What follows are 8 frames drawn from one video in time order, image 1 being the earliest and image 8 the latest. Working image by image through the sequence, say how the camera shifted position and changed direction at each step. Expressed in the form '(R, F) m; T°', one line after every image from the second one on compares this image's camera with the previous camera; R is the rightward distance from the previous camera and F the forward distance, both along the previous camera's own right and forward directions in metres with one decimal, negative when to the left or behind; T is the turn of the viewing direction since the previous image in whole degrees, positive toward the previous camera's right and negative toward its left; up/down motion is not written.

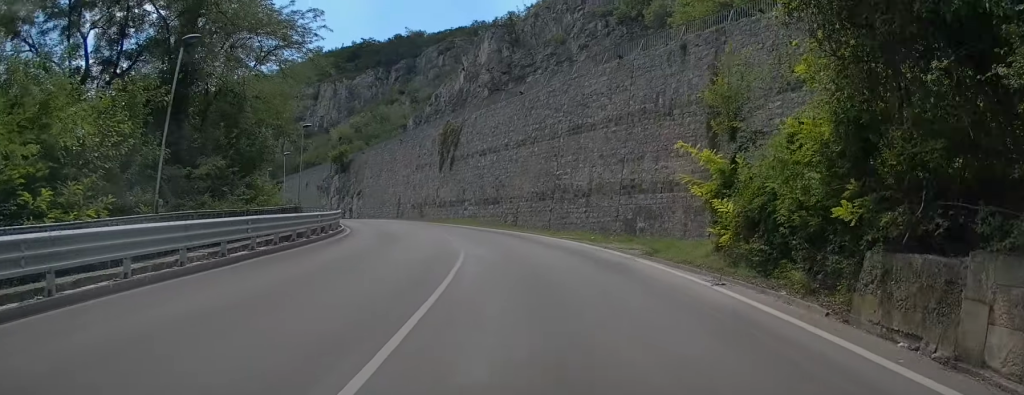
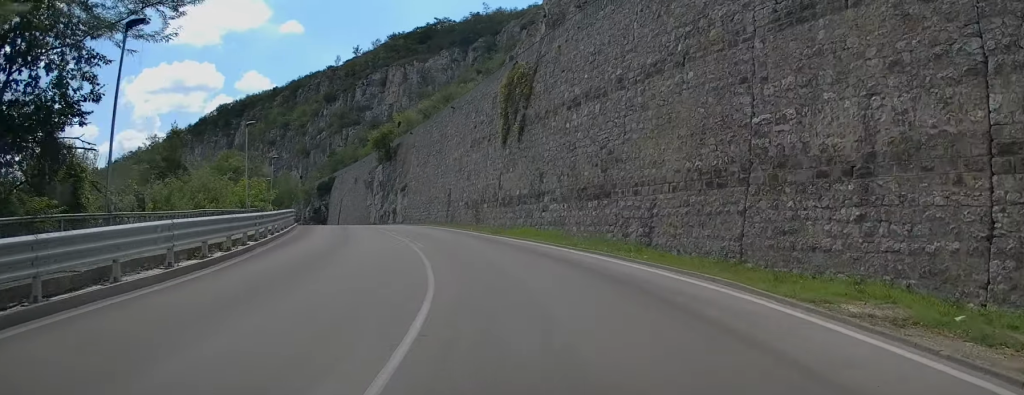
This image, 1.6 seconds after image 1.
(-1.1, +21.4) m; -8°
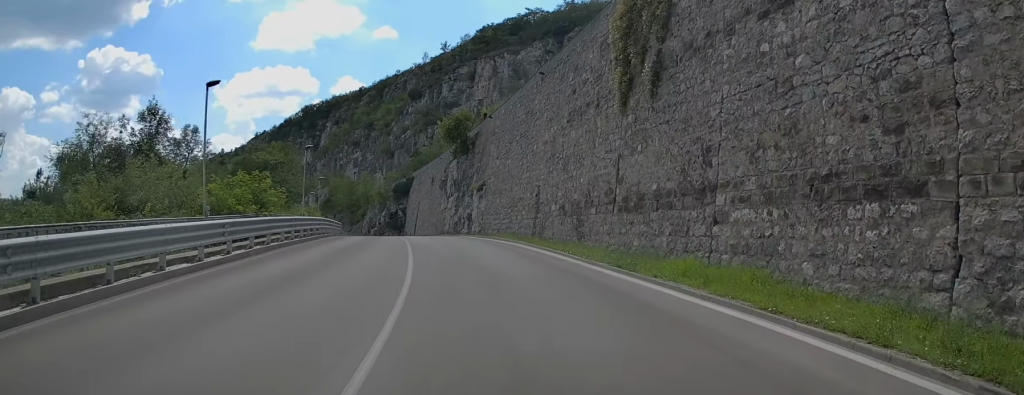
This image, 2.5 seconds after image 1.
(-0.7, +12.6) m; -7°
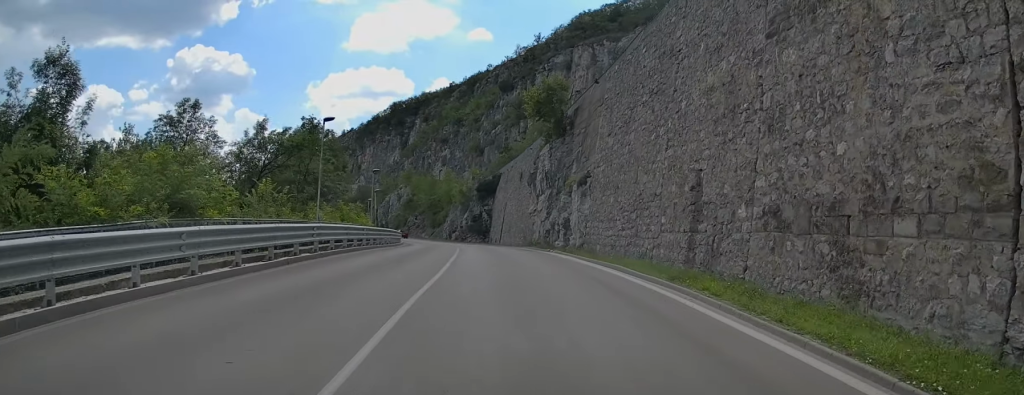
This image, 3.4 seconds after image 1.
(-0.8, +12.7) m; -6°
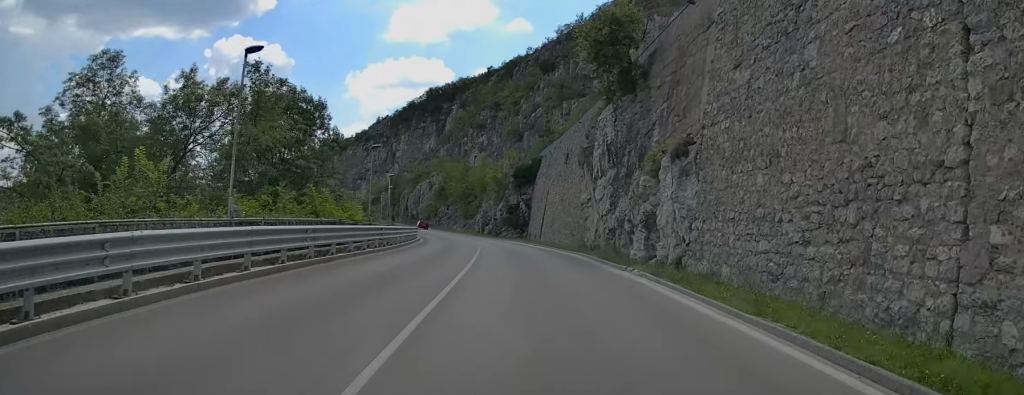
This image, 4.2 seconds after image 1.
(-0.4, +11.0) m; -4°
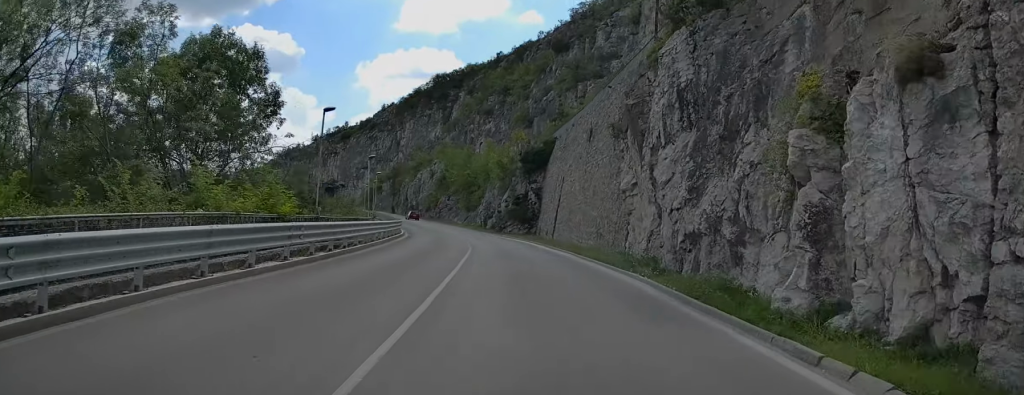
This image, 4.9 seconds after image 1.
(-0.3, +9.8) m; -2°
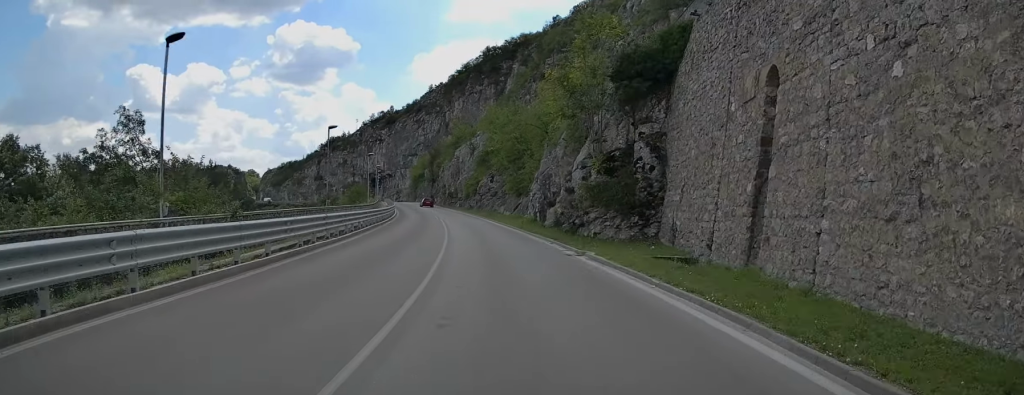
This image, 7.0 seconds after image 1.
(-1.2, +30.1) m; -6°
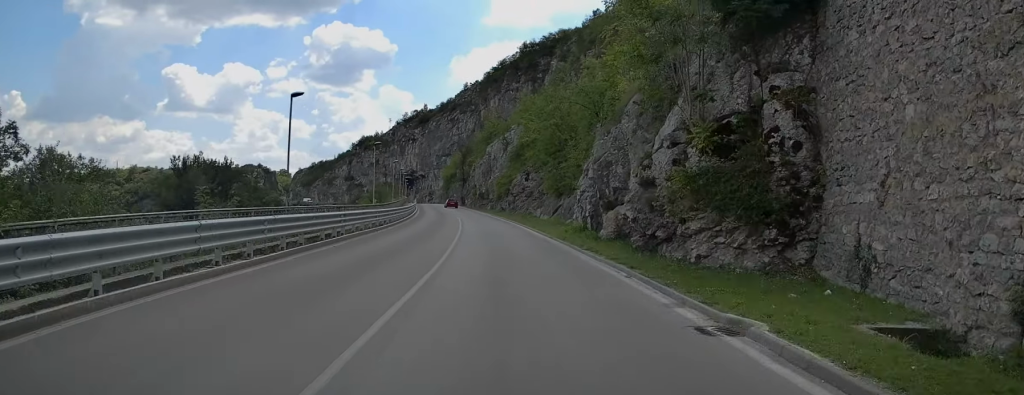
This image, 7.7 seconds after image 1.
(-0.2, +10.0) m; -2°
